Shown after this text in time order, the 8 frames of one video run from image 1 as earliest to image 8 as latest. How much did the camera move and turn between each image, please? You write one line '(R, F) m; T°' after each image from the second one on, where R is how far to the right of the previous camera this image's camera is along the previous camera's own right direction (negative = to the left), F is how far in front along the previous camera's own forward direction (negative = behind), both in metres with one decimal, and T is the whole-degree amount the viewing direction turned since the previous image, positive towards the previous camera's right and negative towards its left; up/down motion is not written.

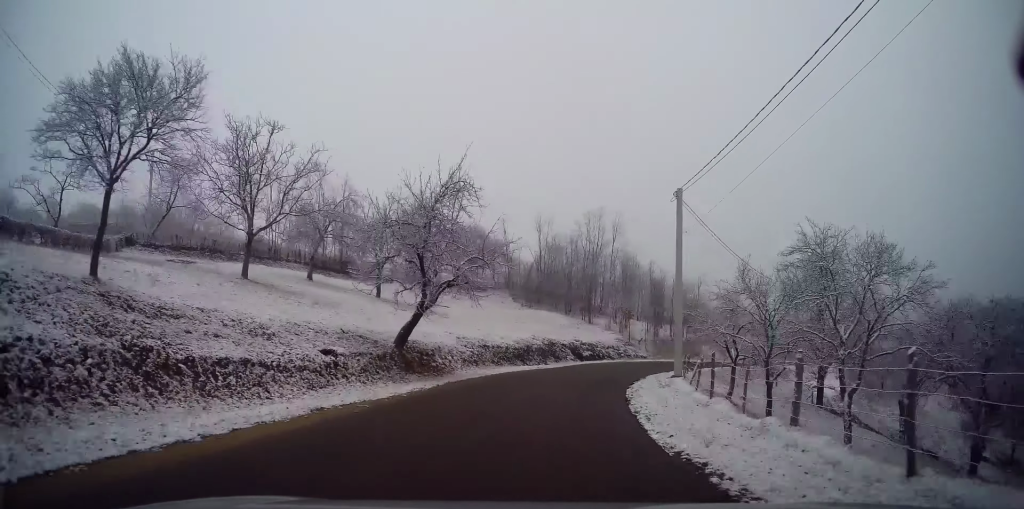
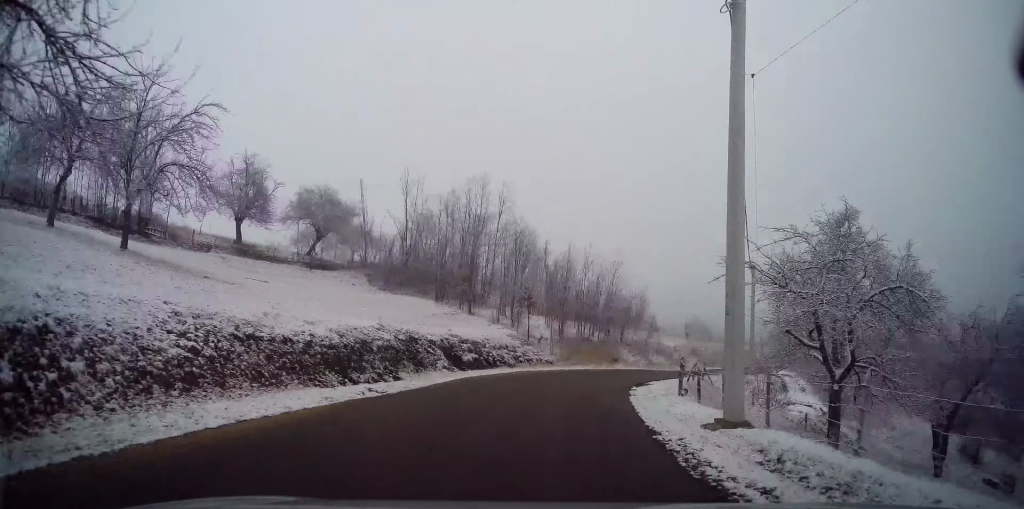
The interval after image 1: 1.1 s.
(+1.5, +15.7) m; +12°
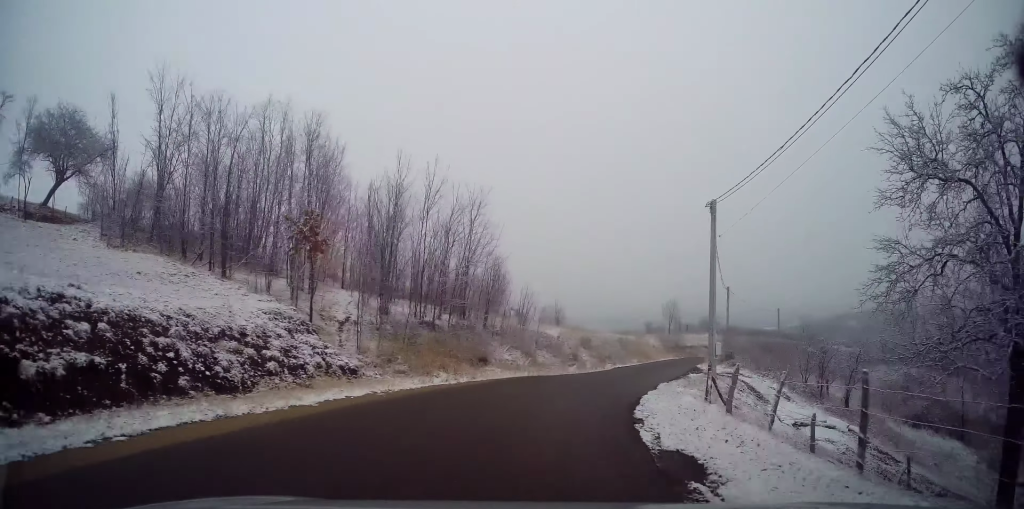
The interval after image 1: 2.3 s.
(+2.4, +18.2) m; +17°
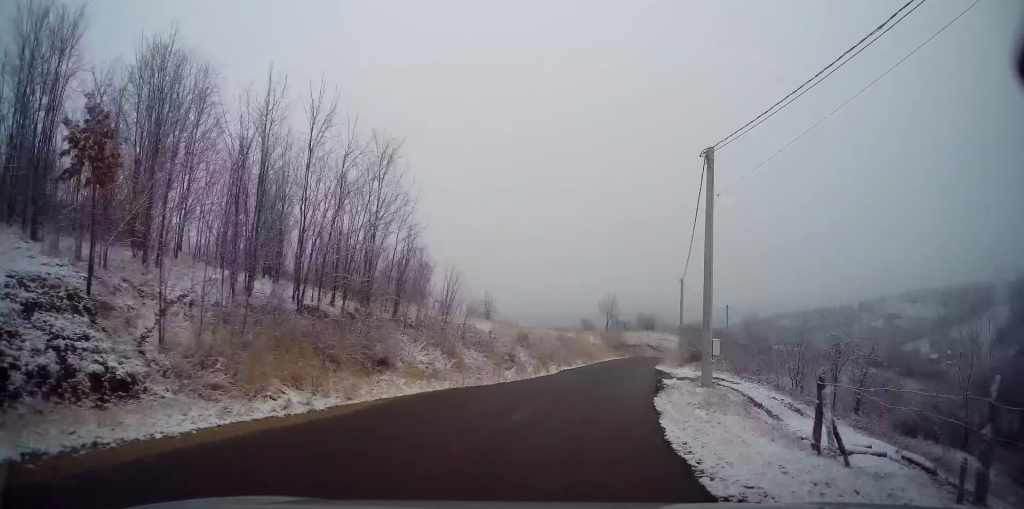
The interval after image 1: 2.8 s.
(+0.2, +7.4) m; +8°
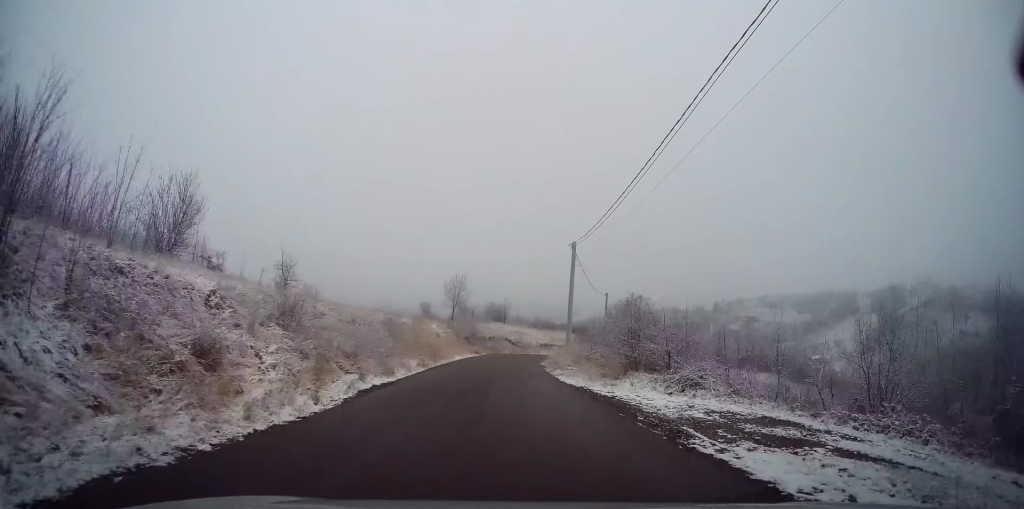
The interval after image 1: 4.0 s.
(+3.2, +17.6) m; +15°
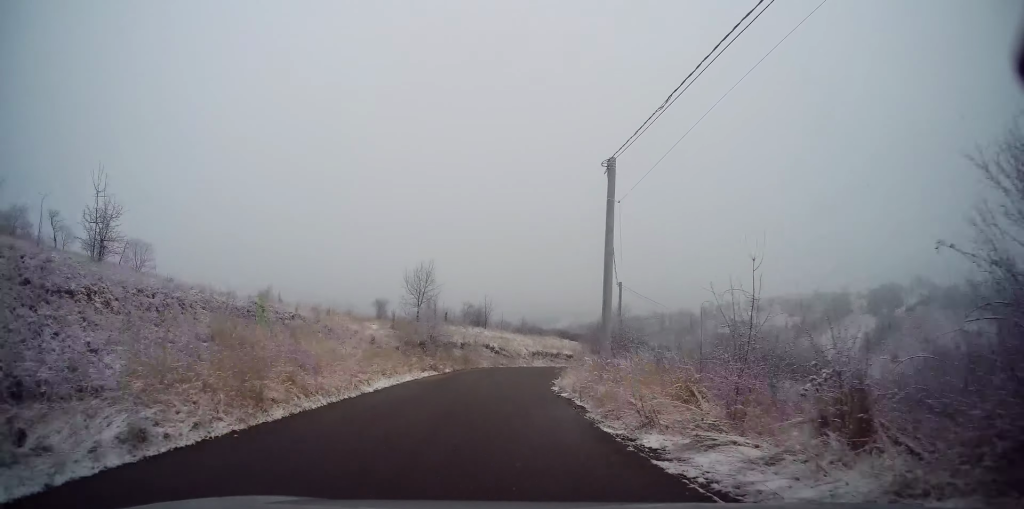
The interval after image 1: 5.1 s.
(+1.3, +17.4) m; +6°
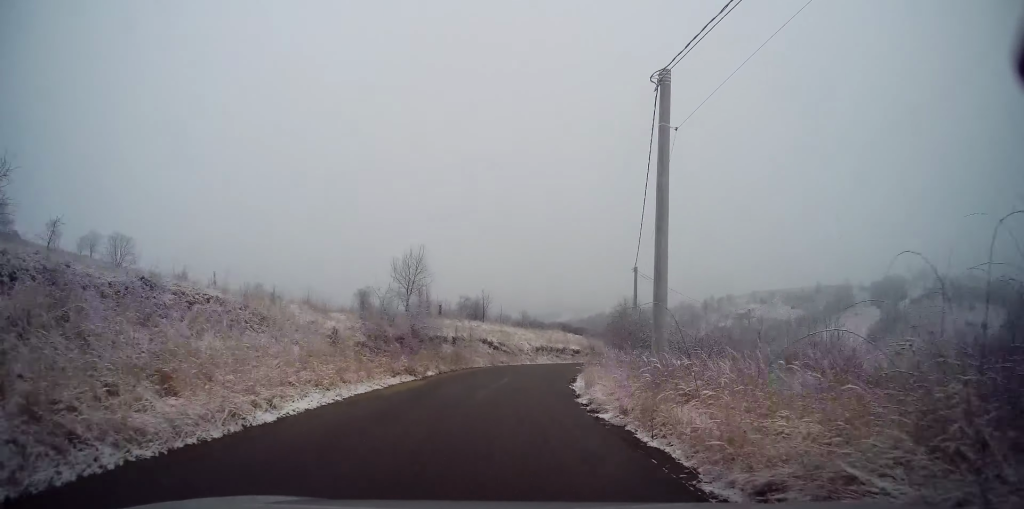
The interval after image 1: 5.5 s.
(+0.1, +6.3) m; +1°
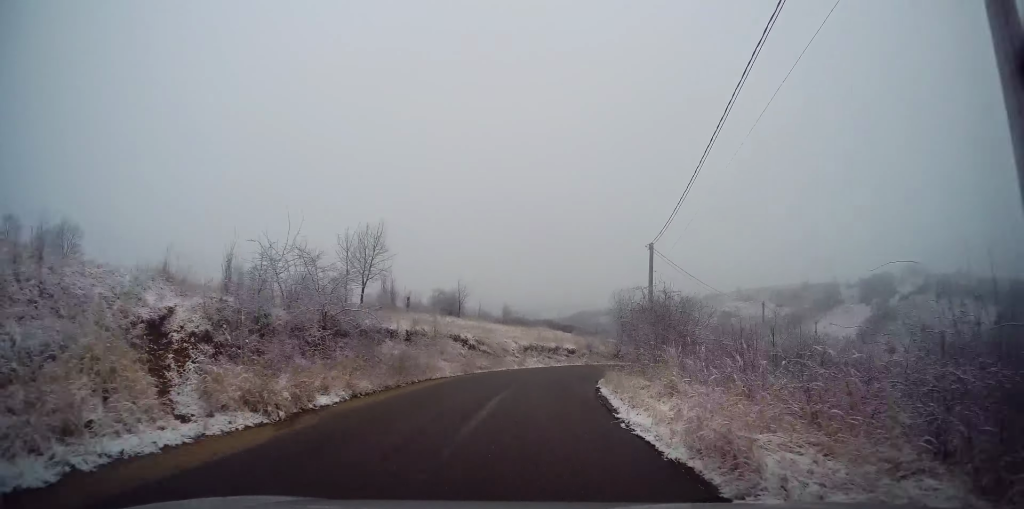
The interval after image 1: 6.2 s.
(+0.2, +10.1) m; +3°
